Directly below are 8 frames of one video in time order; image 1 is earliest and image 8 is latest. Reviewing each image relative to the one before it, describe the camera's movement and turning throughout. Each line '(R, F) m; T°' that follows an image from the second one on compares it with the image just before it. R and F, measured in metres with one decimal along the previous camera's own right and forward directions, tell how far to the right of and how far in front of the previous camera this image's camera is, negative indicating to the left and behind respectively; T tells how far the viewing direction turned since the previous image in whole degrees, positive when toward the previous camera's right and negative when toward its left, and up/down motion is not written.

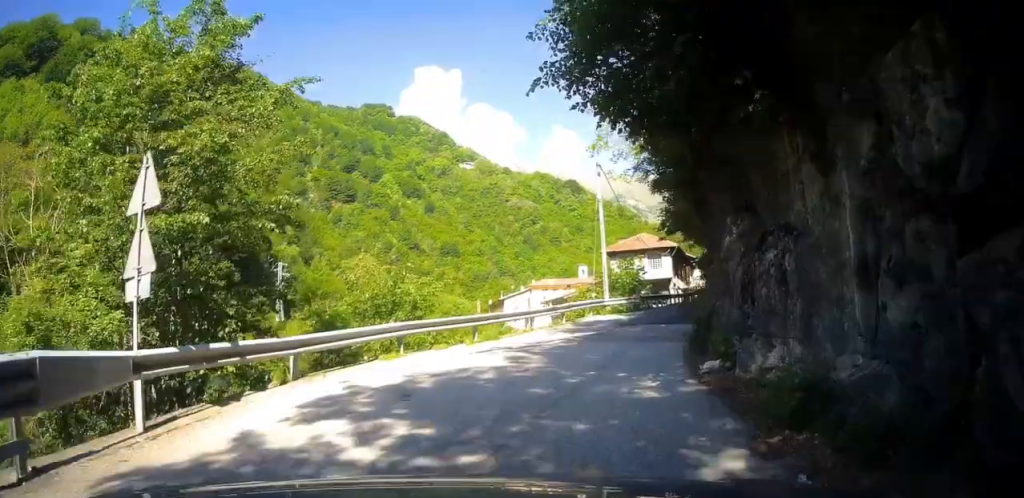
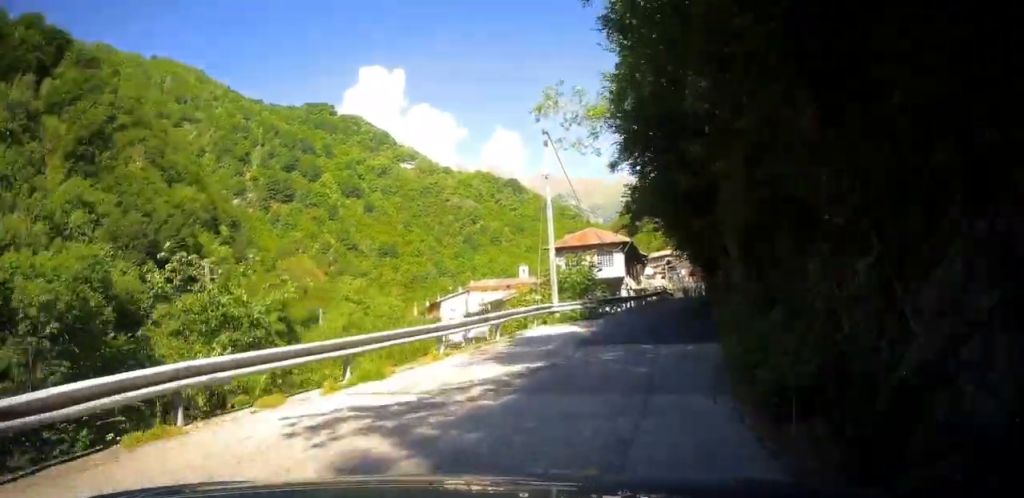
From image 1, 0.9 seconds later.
(+0.6, +7.3) m; +4°
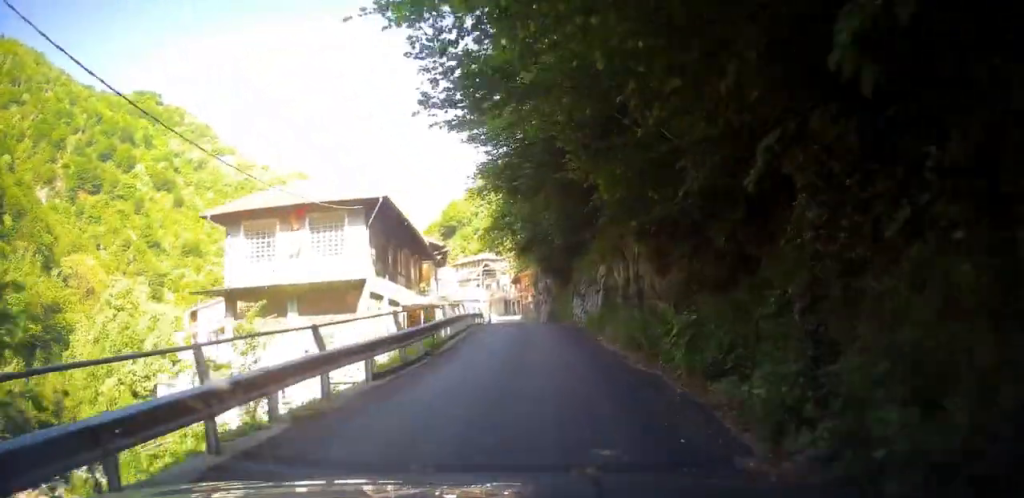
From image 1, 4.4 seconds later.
(-0.6, +27.3) m; -6°
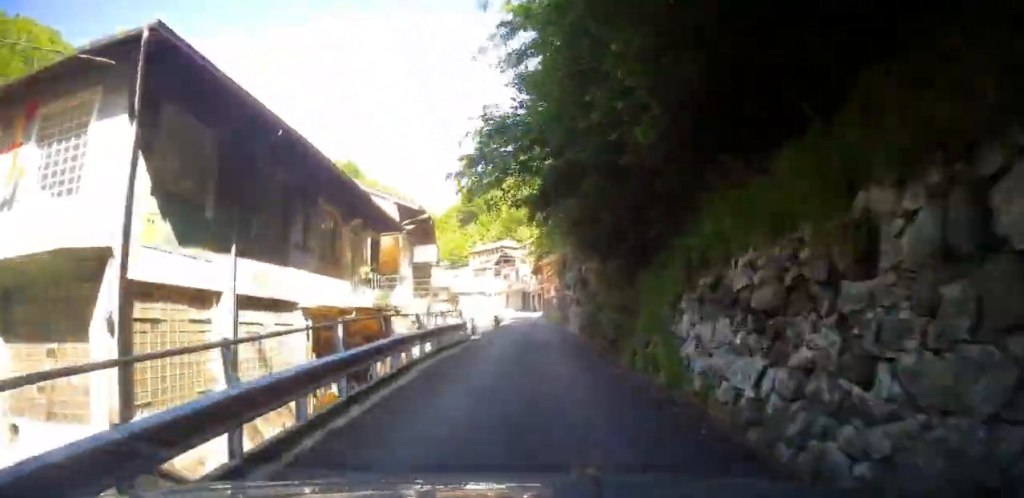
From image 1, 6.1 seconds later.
(-0.5, +13.1) m; +3°
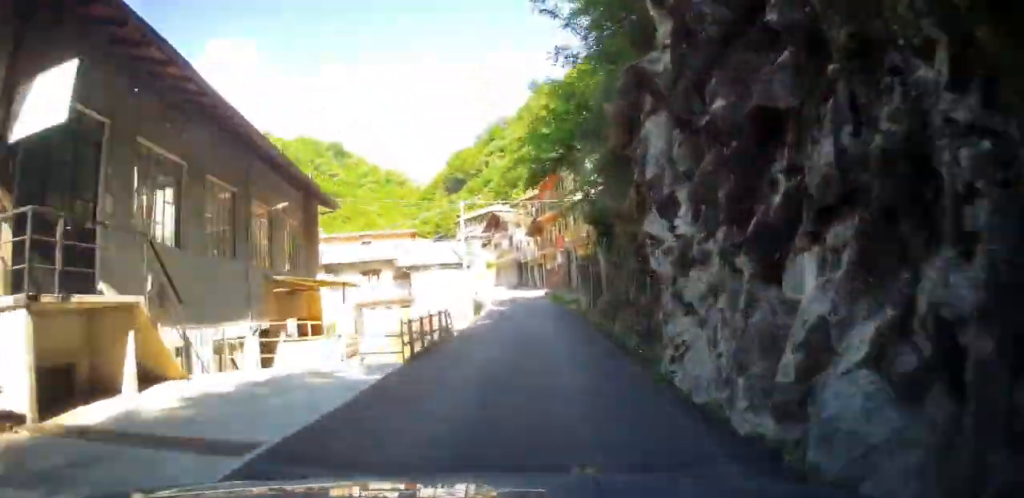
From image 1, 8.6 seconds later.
(+3.0, +22.3) m; +8°
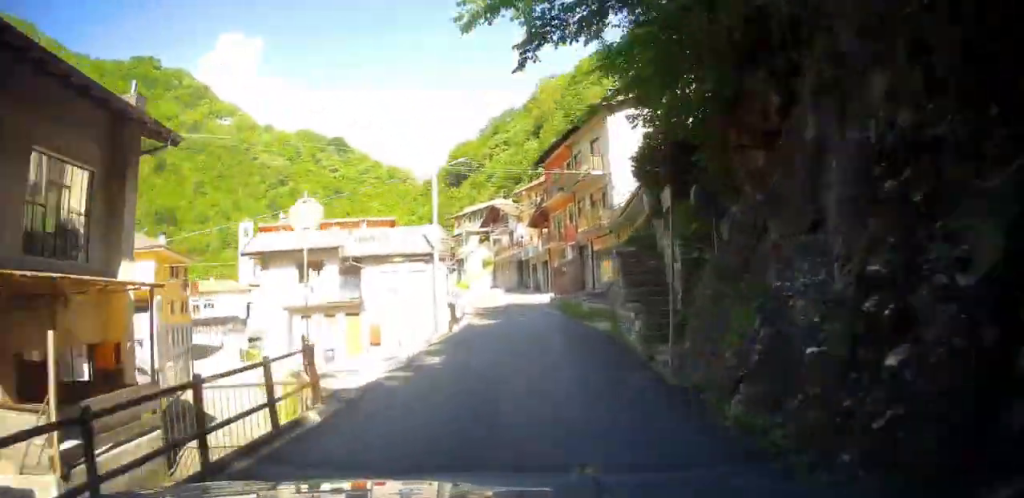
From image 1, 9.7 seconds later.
(+0.3, +11.1) m; 0°
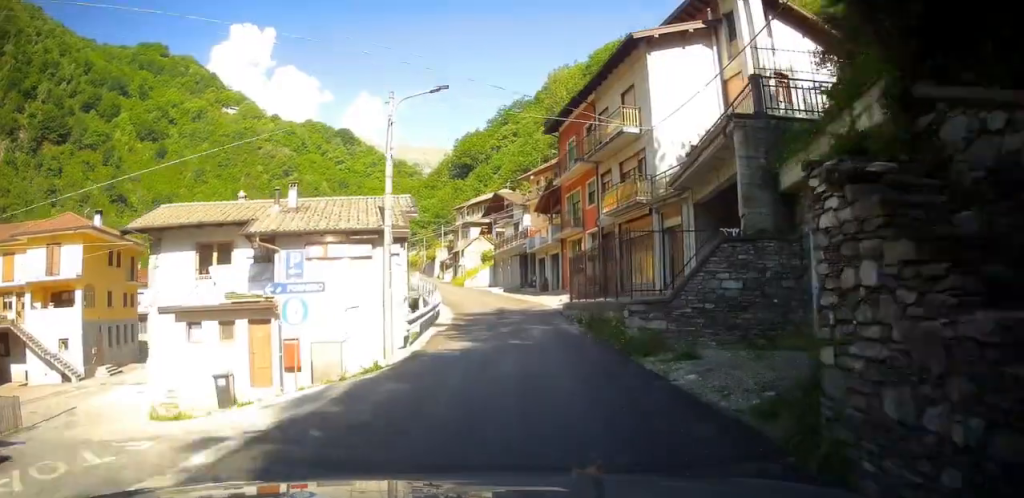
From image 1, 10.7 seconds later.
(-0.5, +9.7) m; -2°
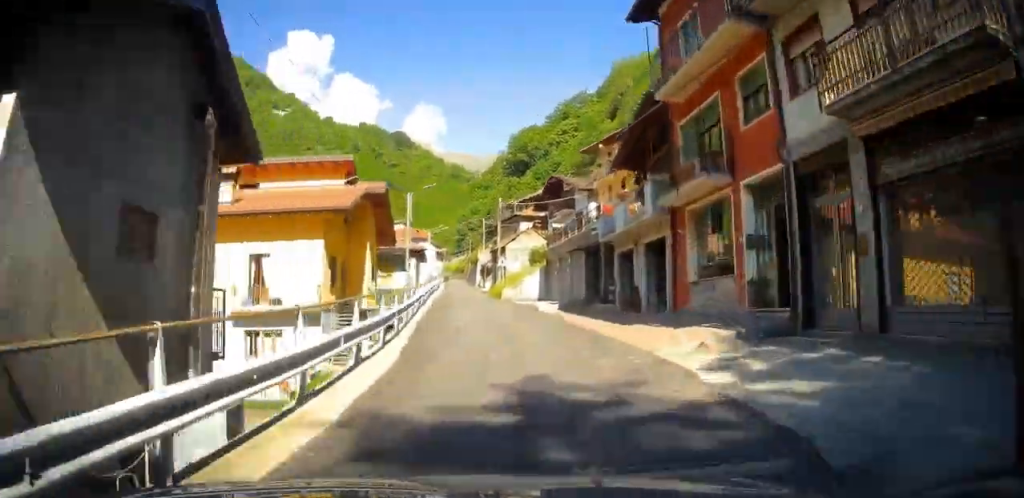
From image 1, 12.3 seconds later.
(-0.4, +18.0) m; -1°
